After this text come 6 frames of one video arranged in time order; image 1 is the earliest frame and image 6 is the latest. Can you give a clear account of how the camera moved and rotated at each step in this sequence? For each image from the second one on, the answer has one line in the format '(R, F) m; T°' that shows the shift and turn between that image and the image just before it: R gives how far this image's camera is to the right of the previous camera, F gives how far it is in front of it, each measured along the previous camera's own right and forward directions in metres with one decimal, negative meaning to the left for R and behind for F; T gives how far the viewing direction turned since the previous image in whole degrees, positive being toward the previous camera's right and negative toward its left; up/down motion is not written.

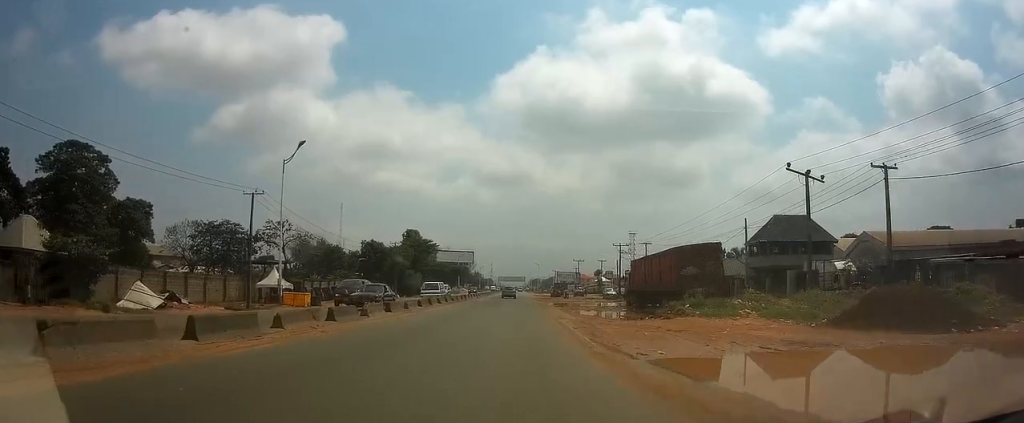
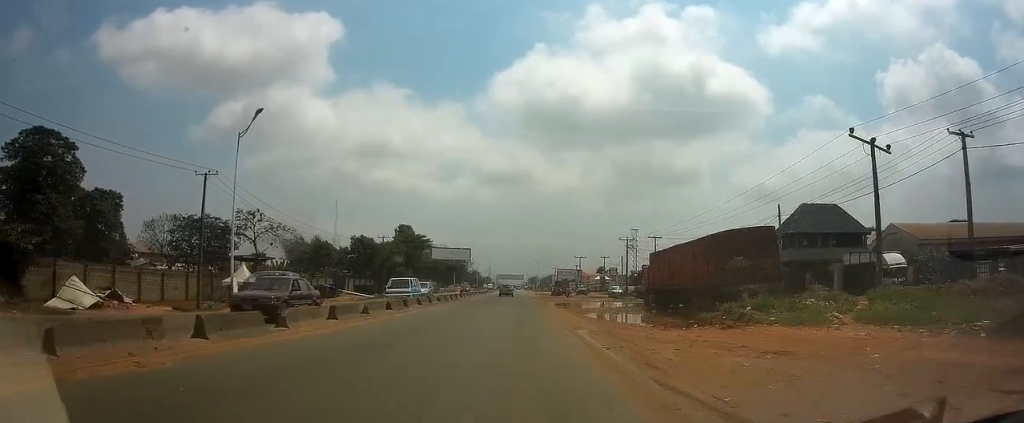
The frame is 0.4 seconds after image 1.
(+0.1, +7.1) m; 0°
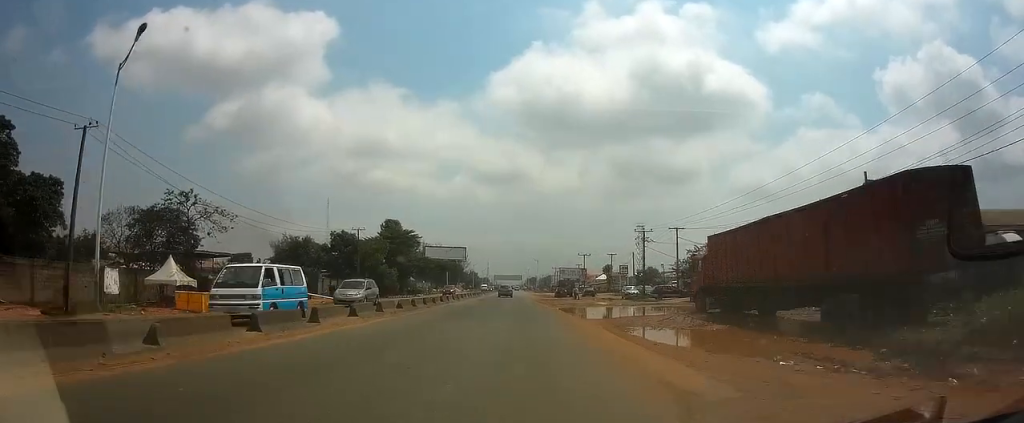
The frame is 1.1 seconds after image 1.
(0.0, +12.0) m; 0°
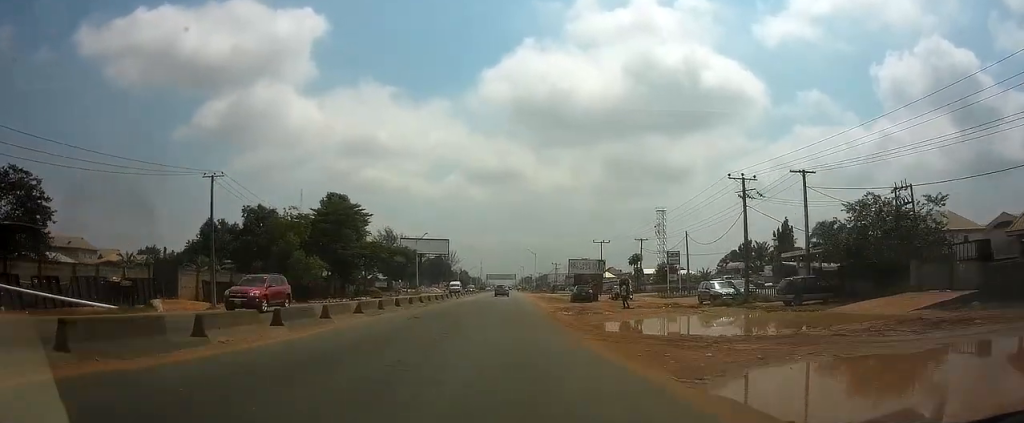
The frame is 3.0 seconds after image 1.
(+0.2, +34.6) m; +1°
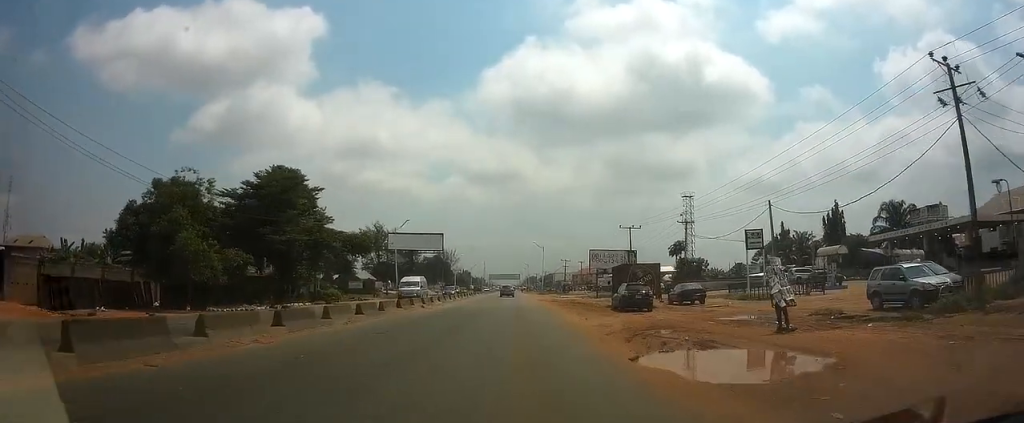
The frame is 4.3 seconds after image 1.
(-0.1, +21.9) m; 0°
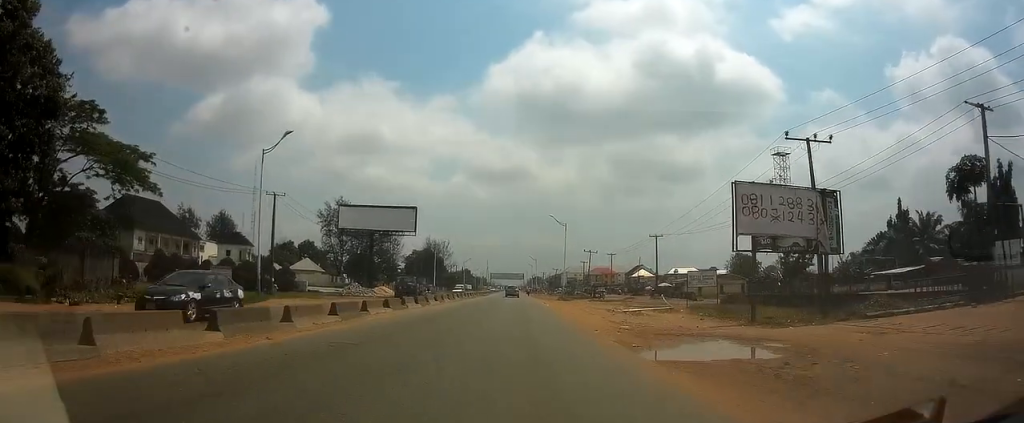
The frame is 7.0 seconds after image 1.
(-0.2, +47.4) m; 0°
